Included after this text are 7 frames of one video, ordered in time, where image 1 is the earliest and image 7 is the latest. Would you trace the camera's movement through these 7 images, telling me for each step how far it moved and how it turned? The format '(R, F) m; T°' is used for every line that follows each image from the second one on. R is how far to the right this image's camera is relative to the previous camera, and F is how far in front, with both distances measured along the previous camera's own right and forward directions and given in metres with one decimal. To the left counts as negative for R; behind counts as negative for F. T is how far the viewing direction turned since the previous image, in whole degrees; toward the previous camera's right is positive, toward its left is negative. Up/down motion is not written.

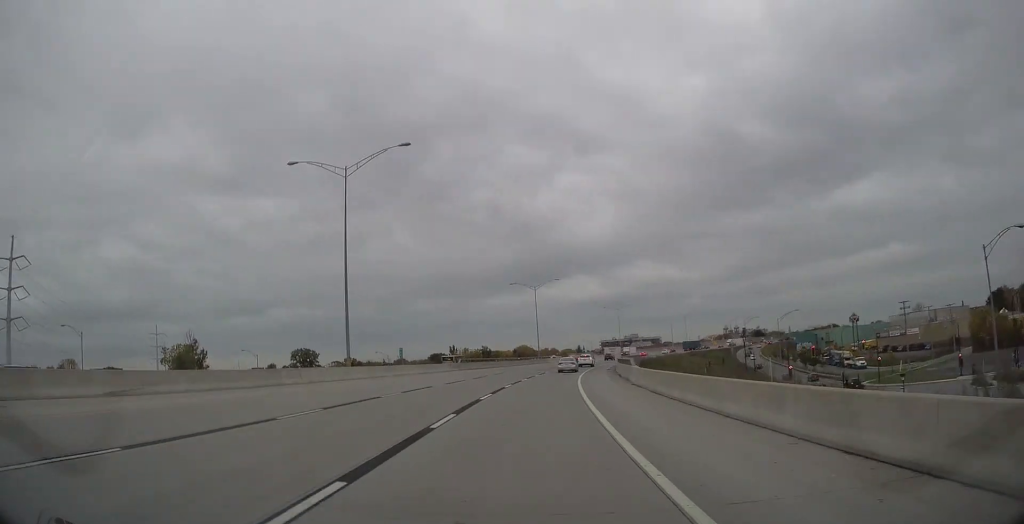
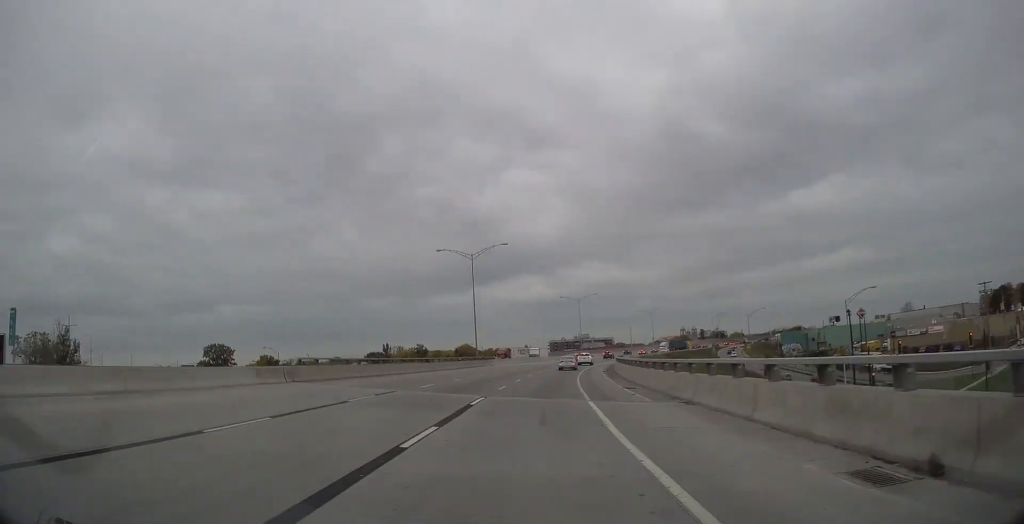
(0.0, +37.1) m; +4°
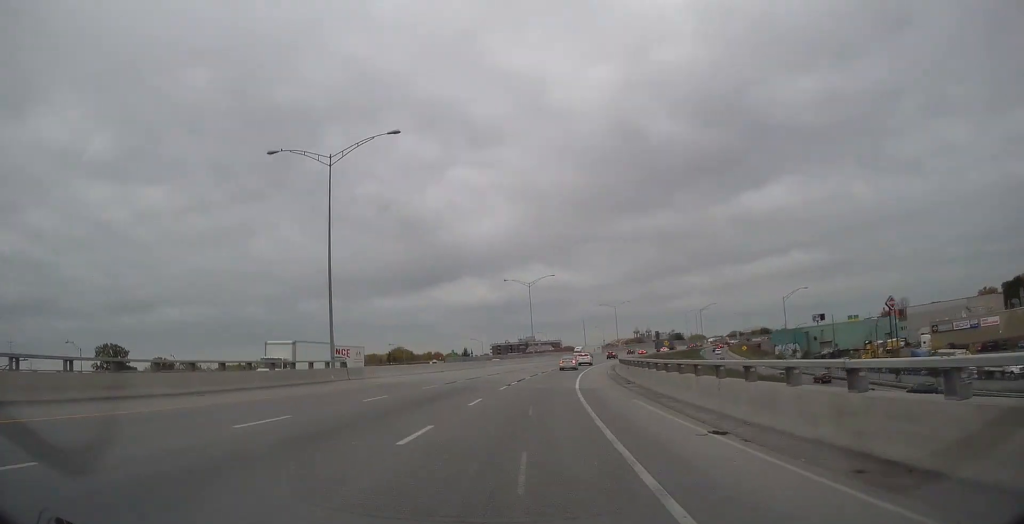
(+3.3, +39.1) m; +5°
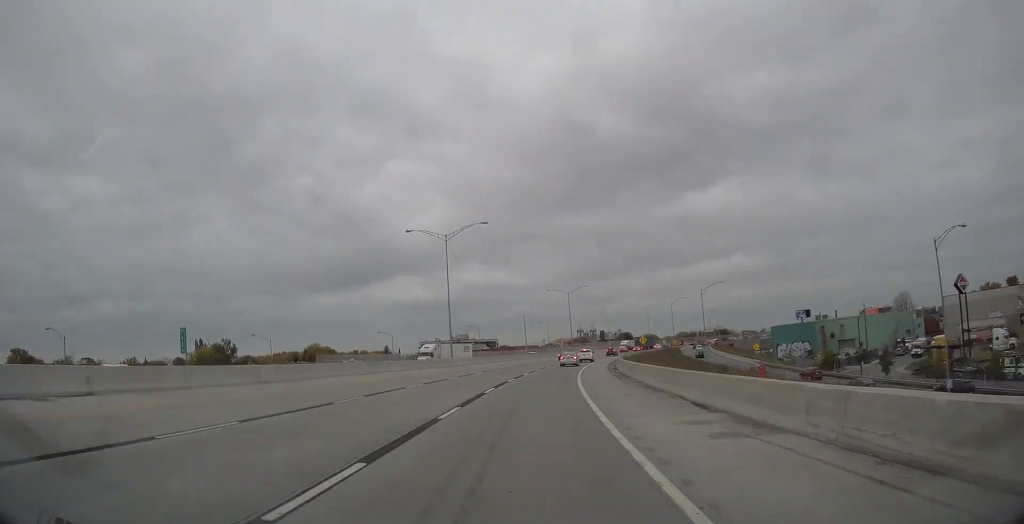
(+1.2, +44.0) m; +5°
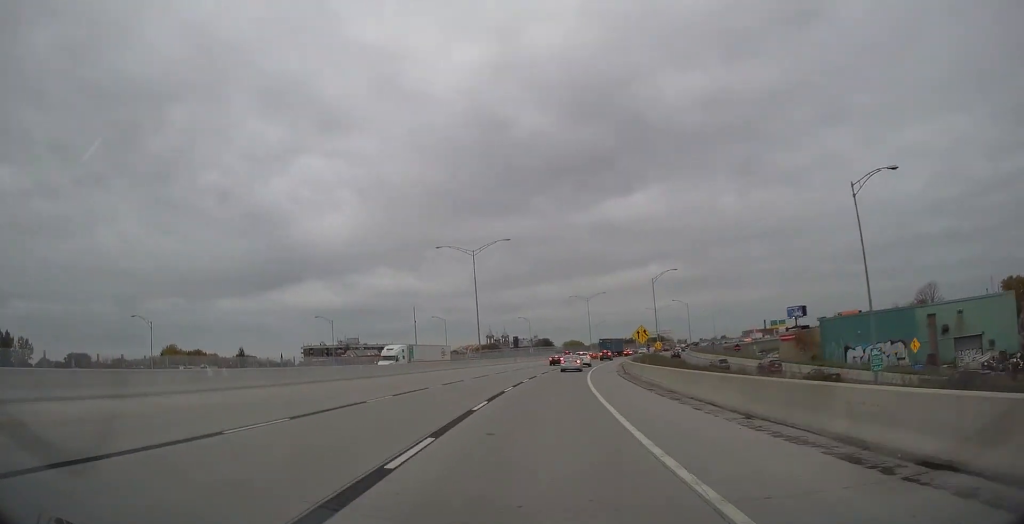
(+5.0, +62.4) m; +8°
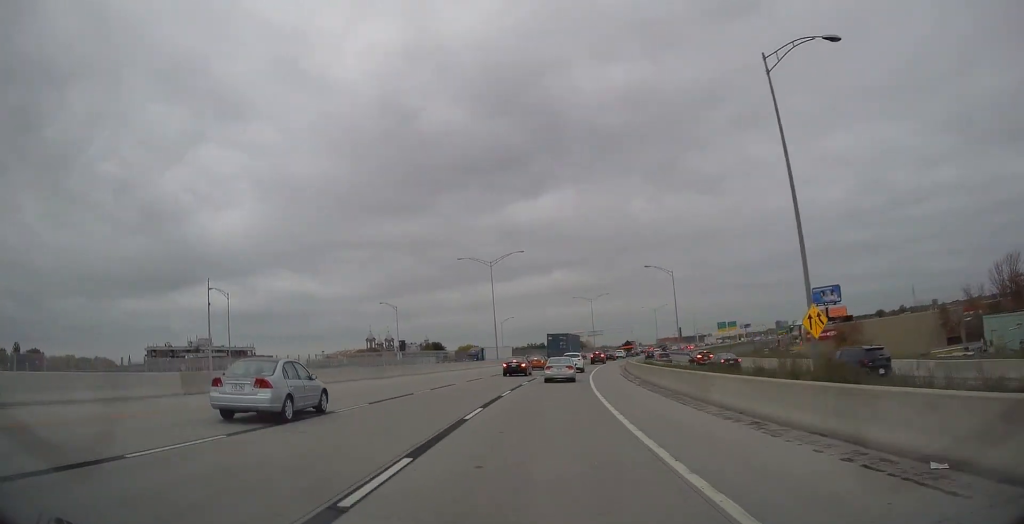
(+7.4, +68.5) m; +10°
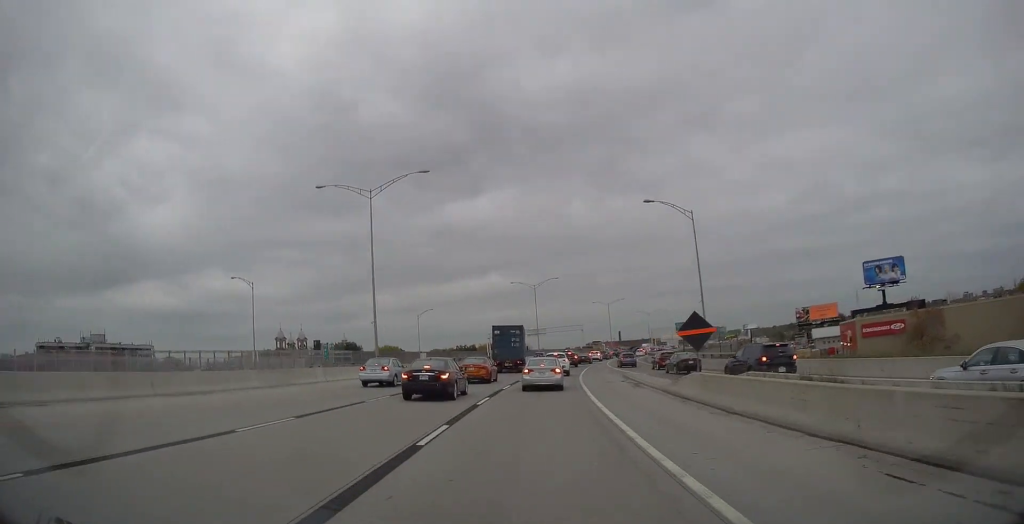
(+1.6, +36.8) m; +5°
